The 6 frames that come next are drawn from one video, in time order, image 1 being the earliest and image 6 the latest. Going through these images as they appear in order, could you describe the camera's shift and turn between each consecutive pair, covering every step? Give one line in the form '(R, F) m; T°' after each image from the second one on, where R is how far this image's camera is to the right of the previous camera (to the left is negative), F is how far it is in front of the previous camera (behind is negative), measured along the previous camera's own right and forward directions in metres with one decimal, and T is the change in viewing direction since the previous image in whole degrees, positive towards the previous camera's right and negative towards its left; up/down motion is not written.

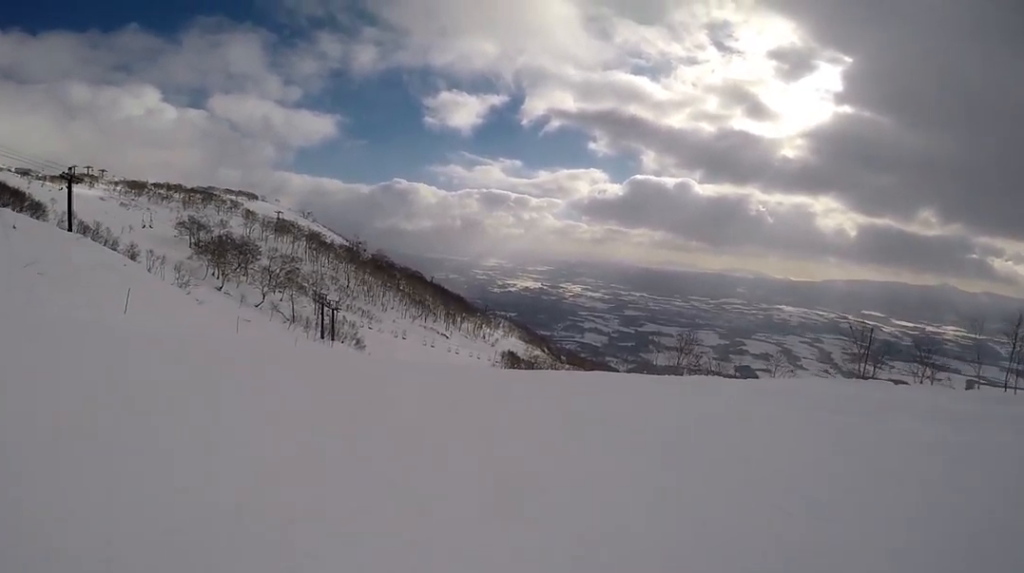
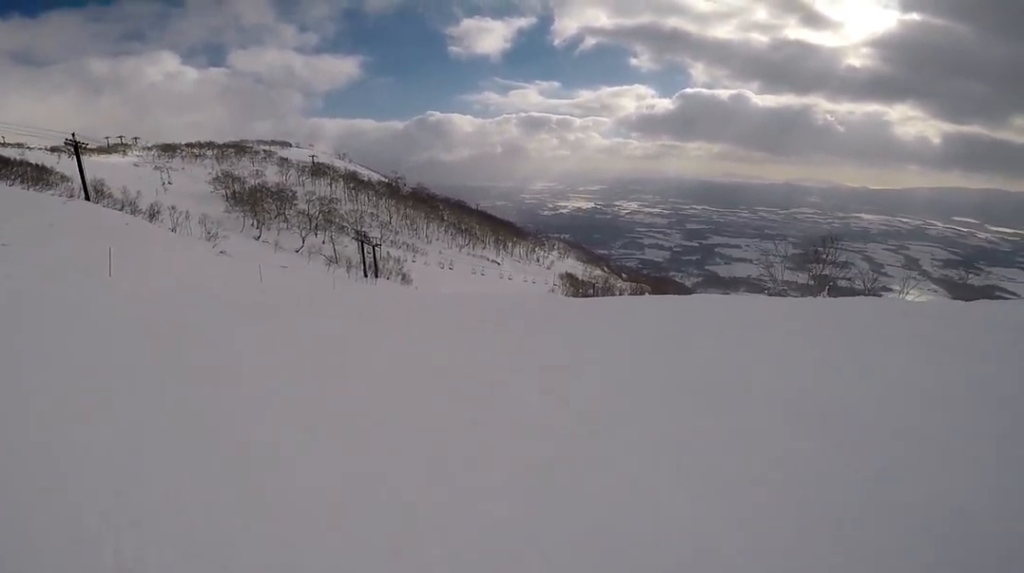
(-1.4, +5.2) m; -32°
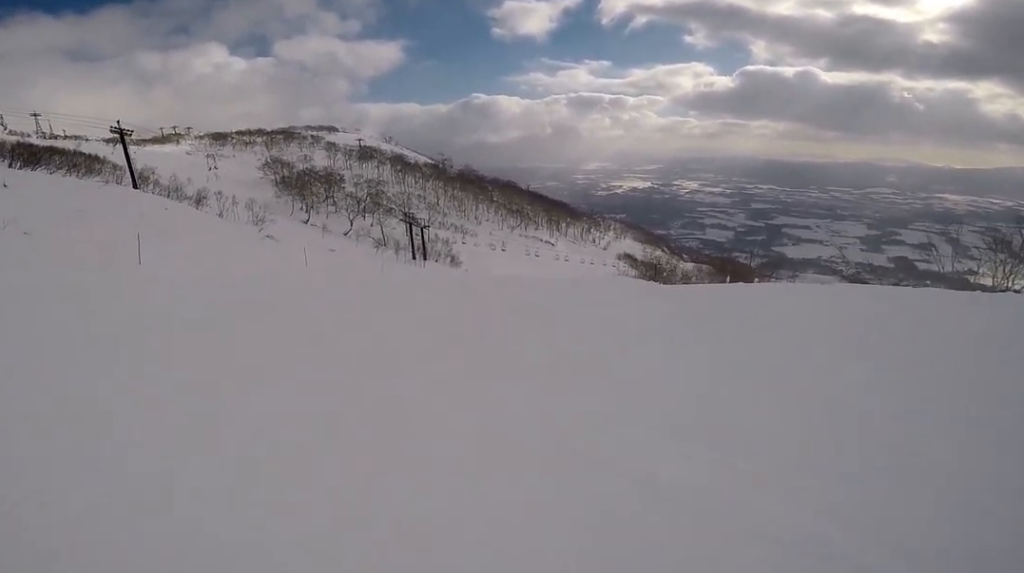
(-0.7, +3.0) m; -14°
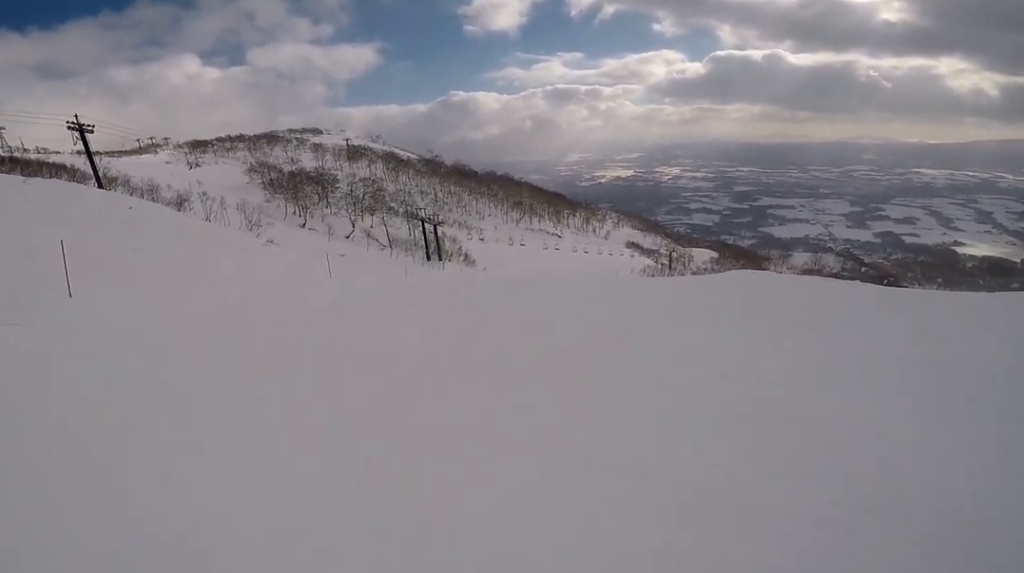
(-2.5, +10.7) m; -7°
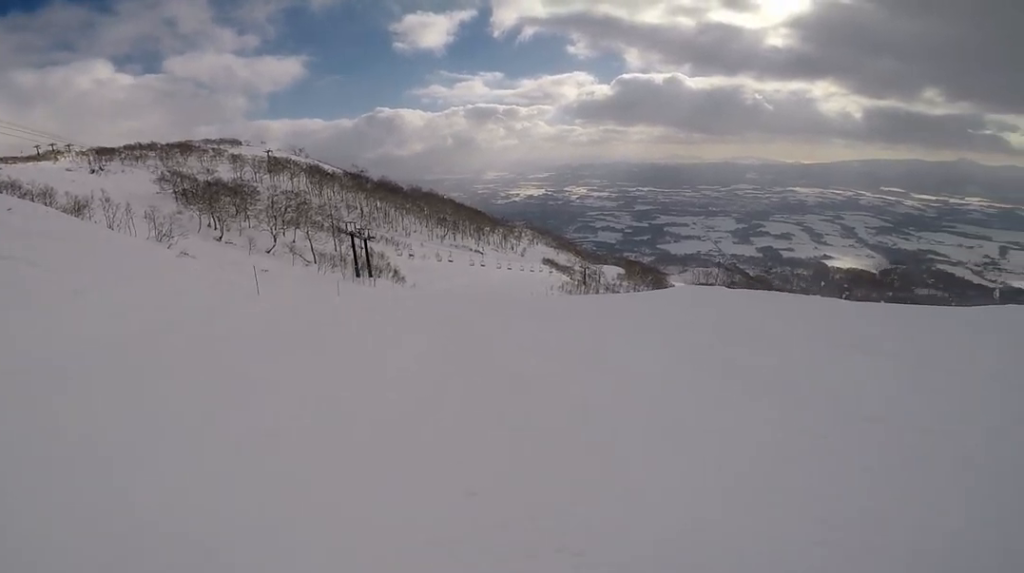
(-0.3, +2.9) m; +10°
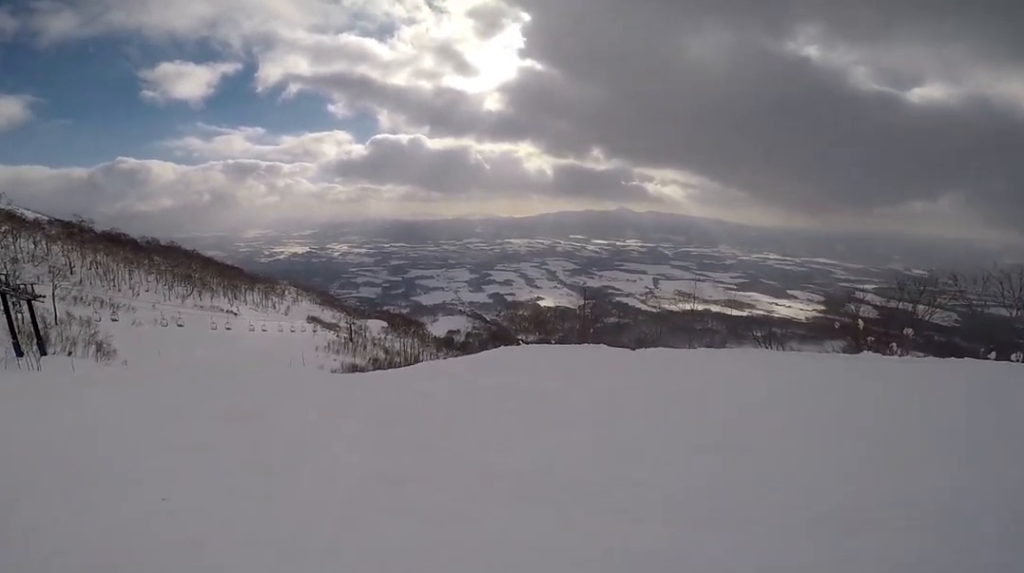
(+10.9, +13.2) m; +52°
